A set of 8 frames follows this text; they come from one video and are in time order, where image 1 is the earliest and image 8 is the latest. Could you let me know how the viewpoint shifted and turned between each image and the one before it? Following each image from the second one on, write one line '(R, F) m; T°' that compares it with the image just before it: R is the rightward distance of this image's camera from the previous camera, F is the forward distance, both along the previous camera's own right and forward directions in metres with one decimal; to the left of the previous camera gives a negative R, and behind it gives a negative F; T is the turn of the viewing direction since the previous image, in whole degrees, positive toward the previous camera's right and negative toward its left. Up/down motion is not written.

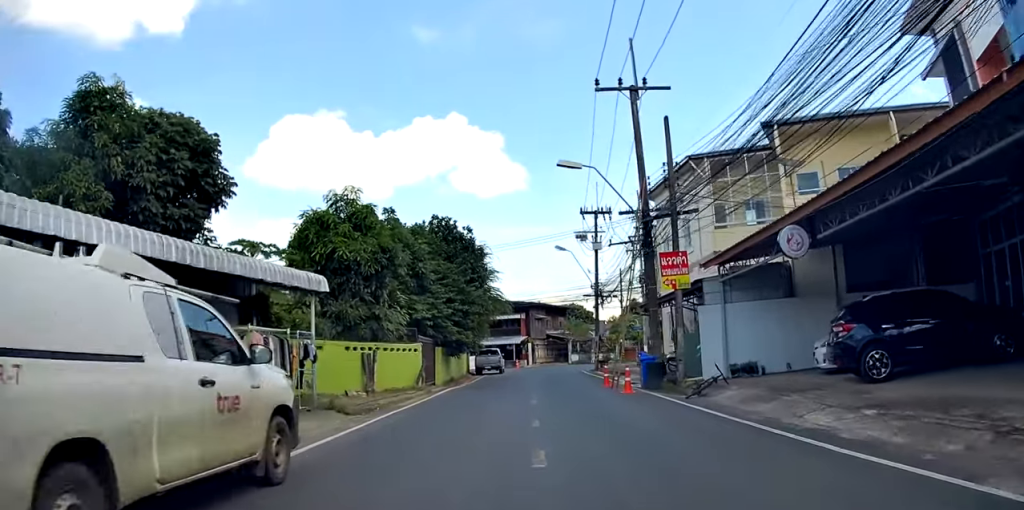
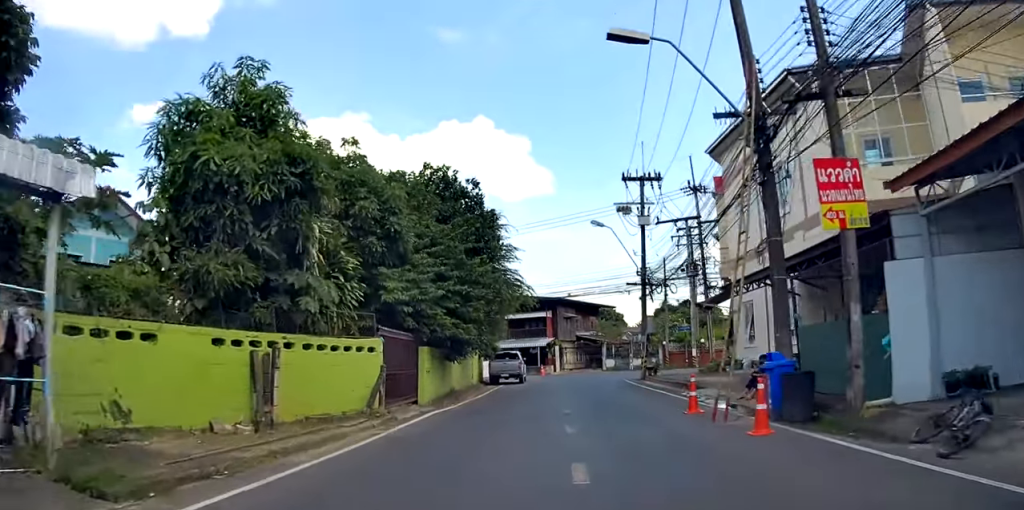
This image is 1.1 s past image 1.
(0.0, +8.4) m; +1°
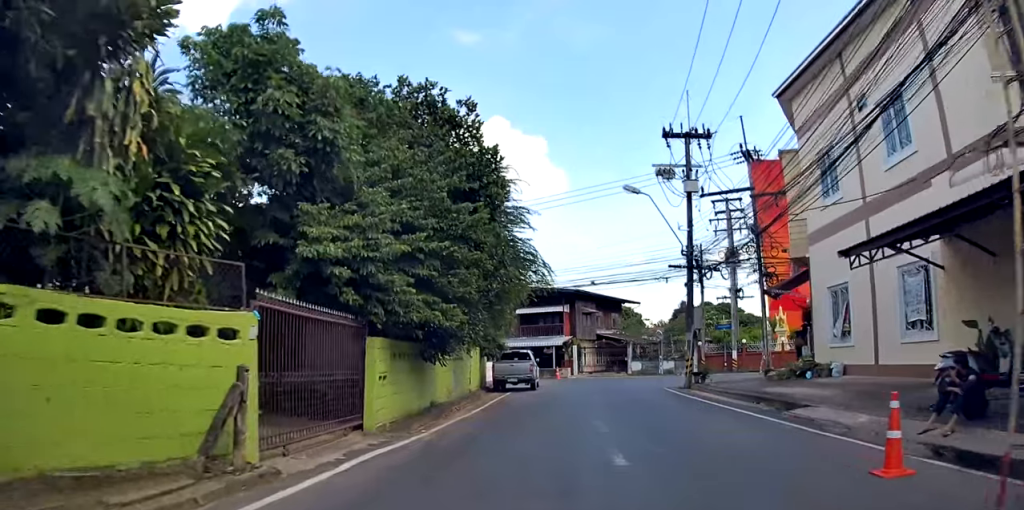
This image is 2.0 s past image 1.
(0.0, +6.5) m; -4°
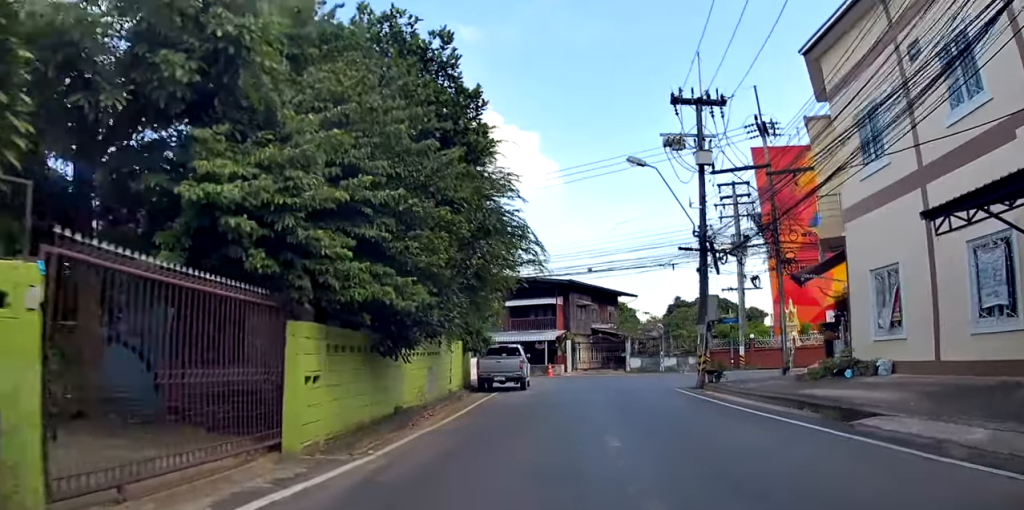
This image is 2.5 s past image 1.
(+0.1, +3.0) m; -3°
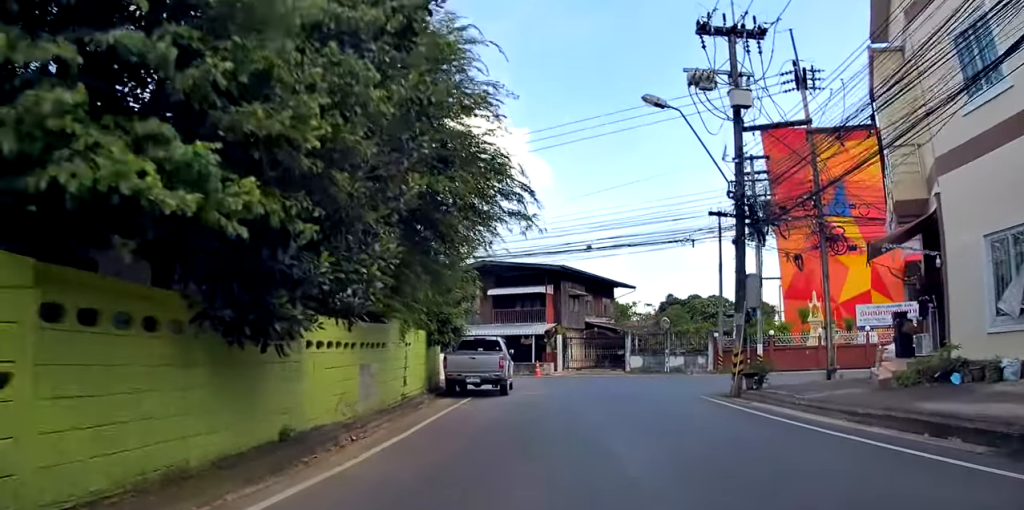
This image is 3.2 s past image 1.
(-0.7, +5.0) m; -5°
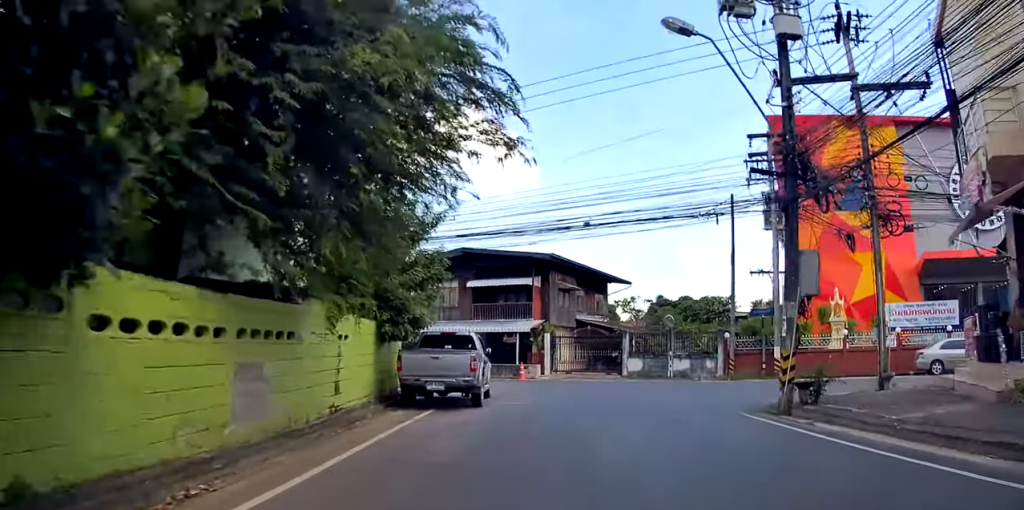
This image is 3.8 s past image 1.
(-0.1, +3.7) m; -1°
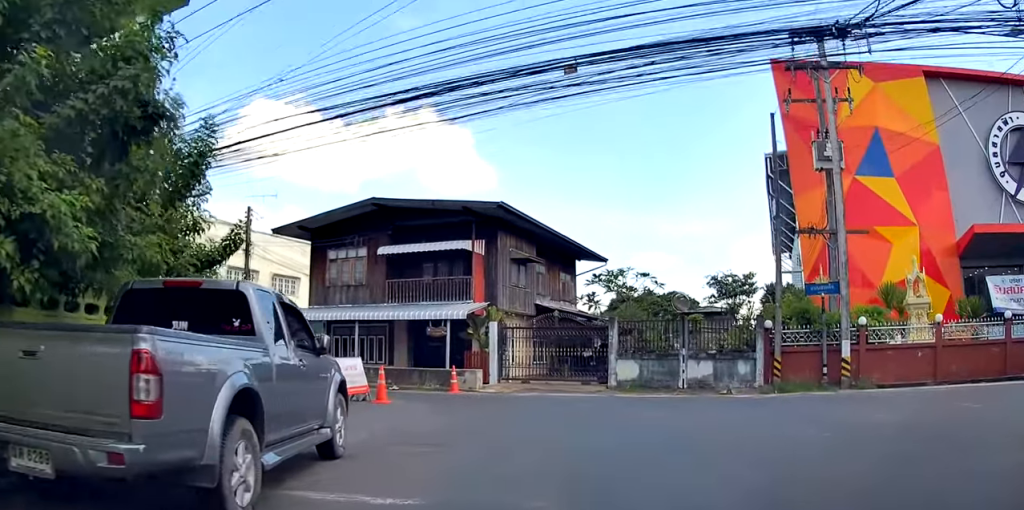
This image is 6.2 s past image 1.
(+0.1, +10.2) m; +1°
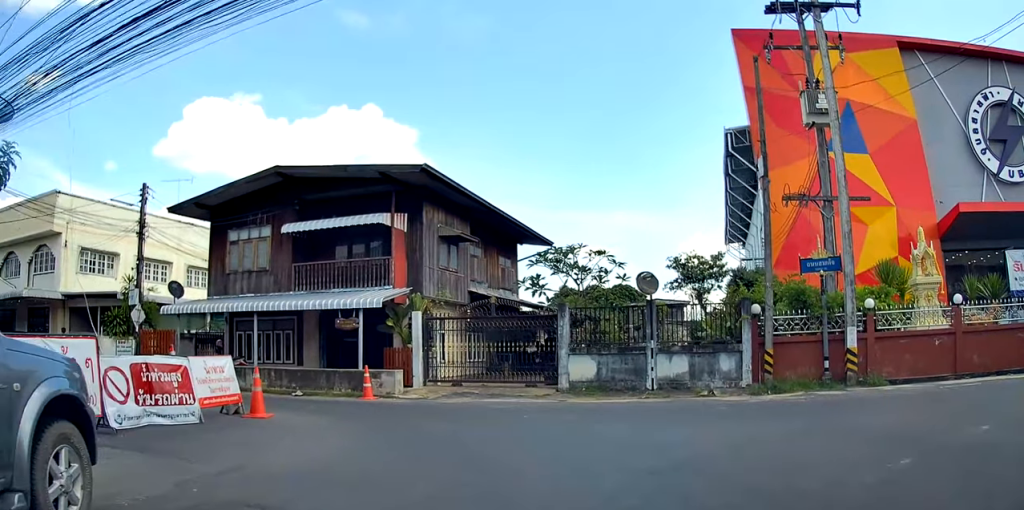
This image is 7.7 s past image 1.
(+0.3, +3.8) m; +12°
